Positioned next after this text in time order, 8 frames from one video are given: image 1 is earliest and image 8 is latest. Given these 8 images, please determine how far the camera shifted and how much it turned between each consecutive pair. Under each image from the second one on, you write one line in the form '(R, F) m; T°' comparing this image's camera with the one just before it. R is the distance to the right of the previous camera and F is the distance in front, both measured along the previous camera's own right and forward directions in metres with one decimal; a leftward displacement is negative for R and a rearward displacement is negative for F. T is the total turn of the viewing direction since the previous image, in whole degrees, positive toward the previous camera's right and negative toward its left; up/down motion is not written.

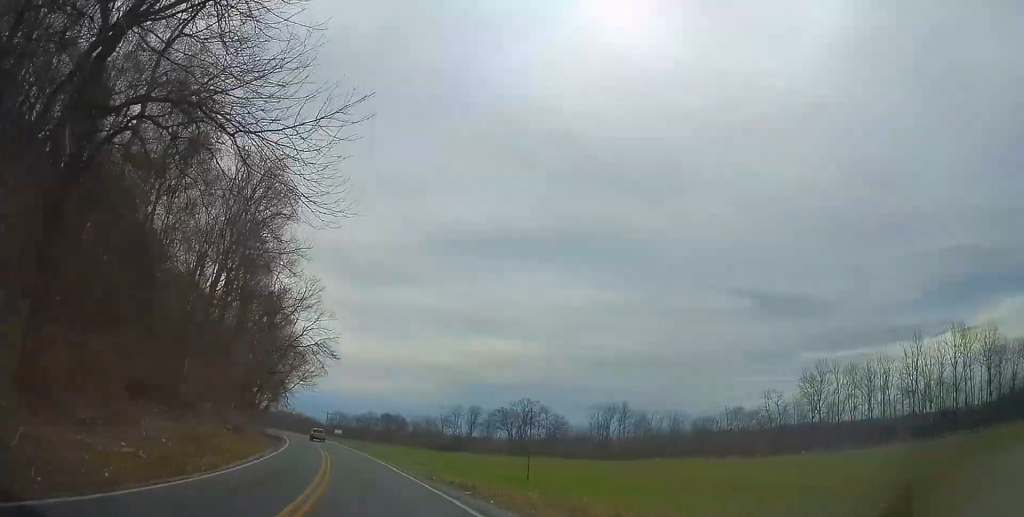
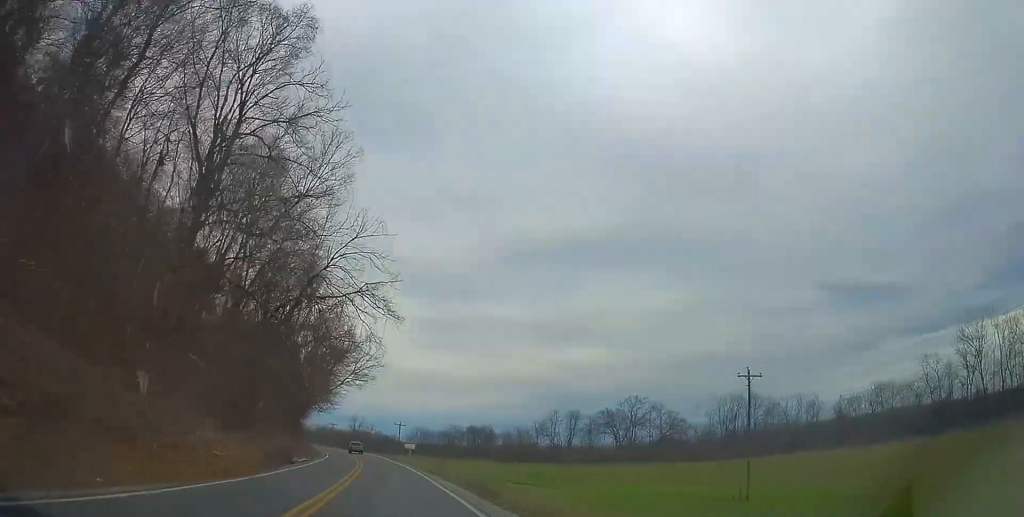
(-2.7, +32.6) m; -8°
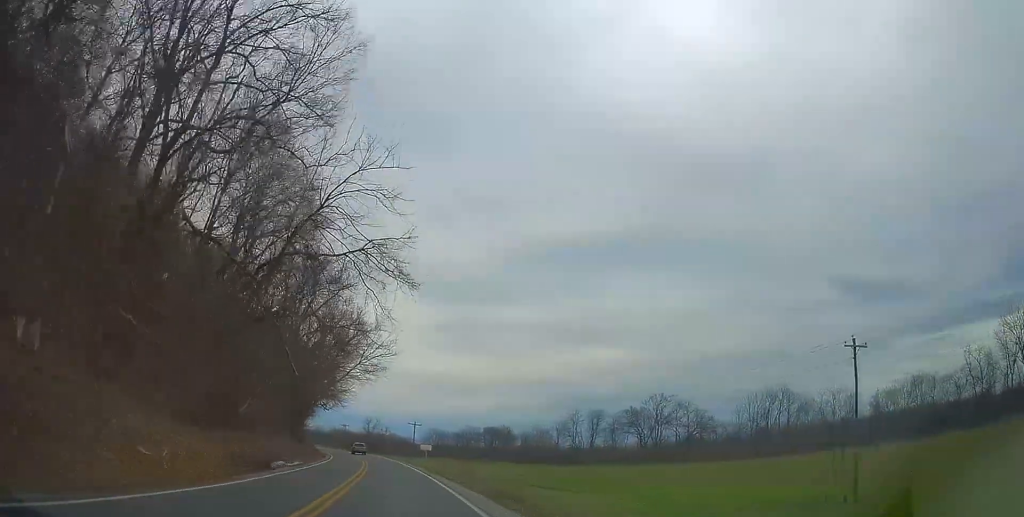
(-0.1, +9.5) m; -2°
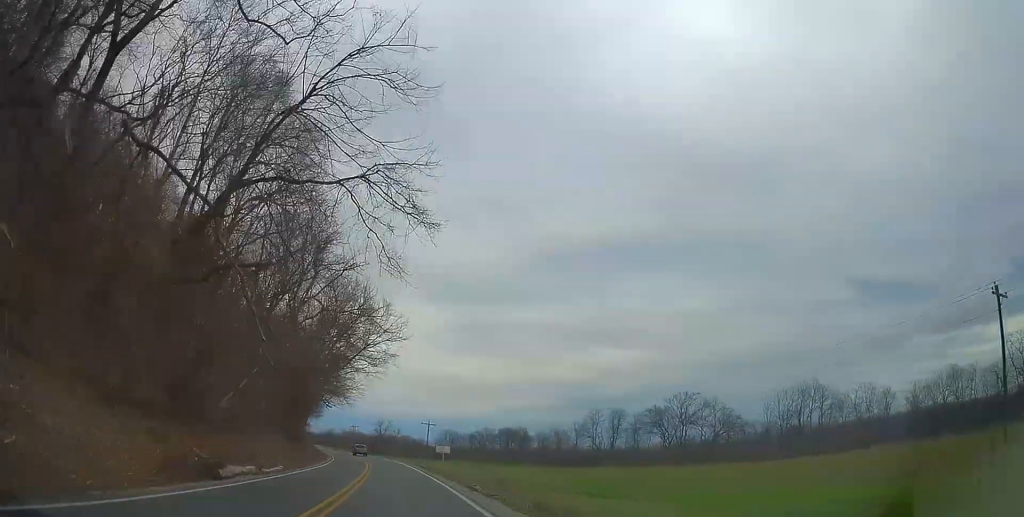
(-0.3, +9.6) m; -2°
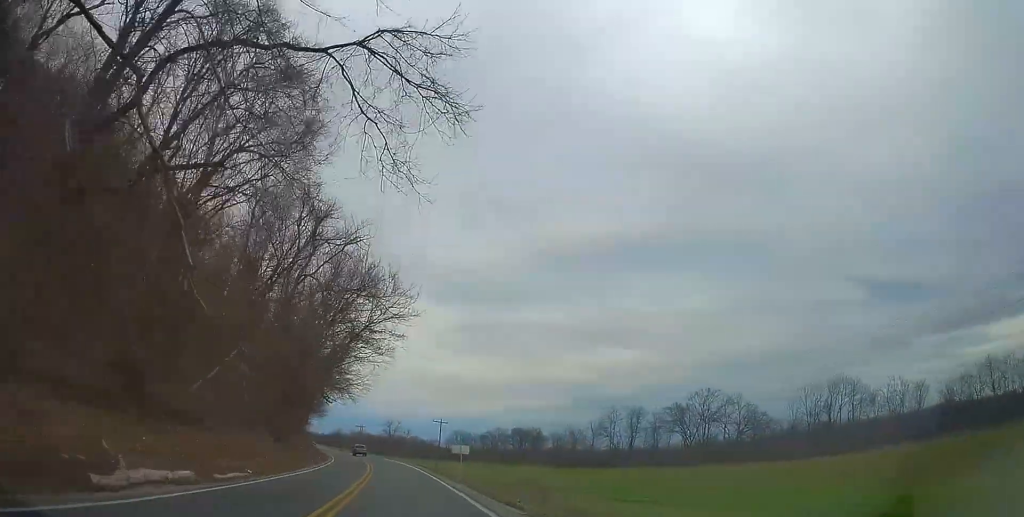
(0.0, +8.9) m; -2°
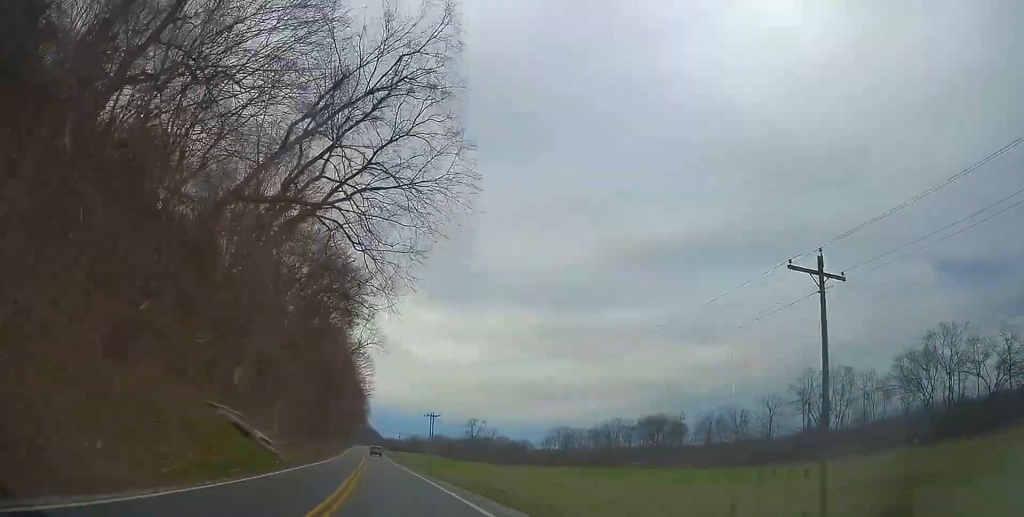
(-3.1, +74.5) m; -6°
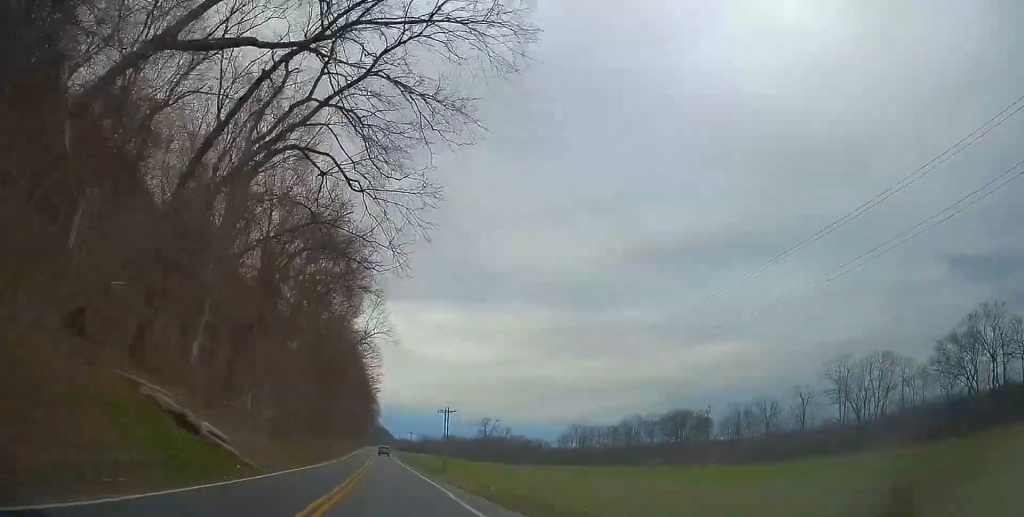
(-0.2, +10.3) m; -1°
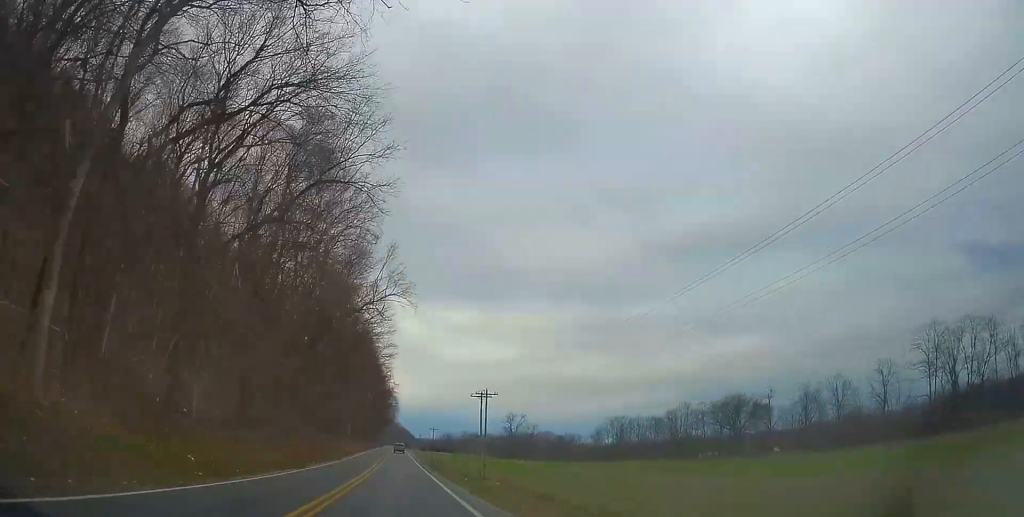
(-0.6, +24.1) m; -2°
